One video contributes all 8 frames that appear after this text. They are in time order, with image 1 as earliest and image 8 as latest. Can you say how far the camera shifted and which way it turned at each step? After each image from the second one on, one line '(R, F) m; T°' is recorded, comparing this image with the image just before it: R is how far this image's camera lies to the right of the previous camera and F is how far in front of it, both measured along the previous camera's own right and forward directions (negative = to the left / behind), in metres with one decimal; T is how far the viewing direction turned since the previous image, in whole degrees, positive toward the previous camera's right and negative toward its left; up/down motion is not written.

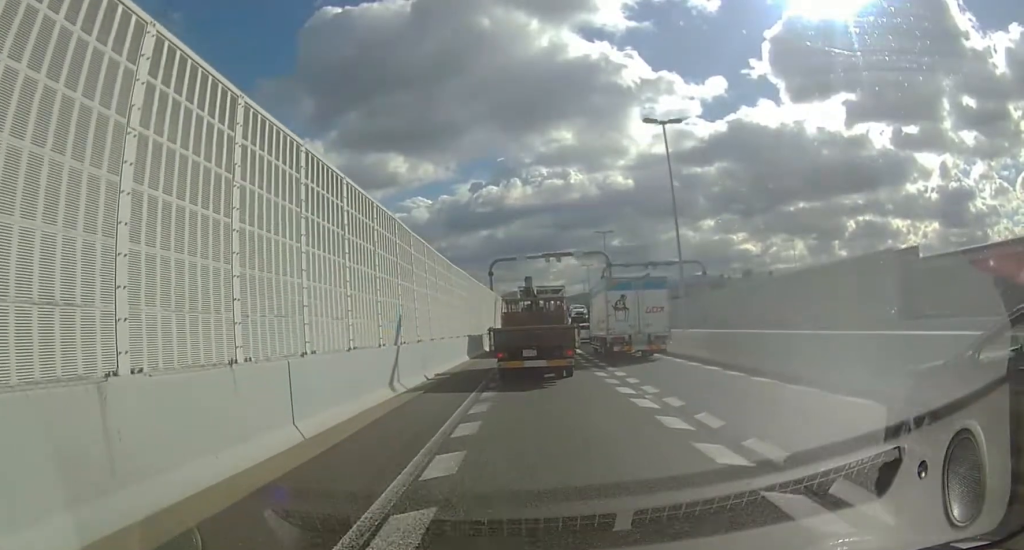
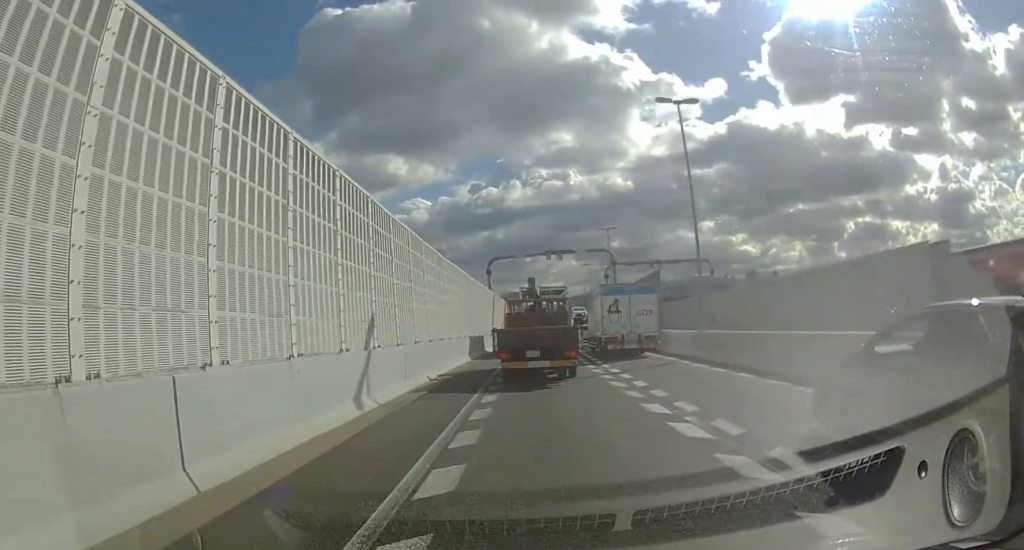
(0.0, +2.6) m; +2°
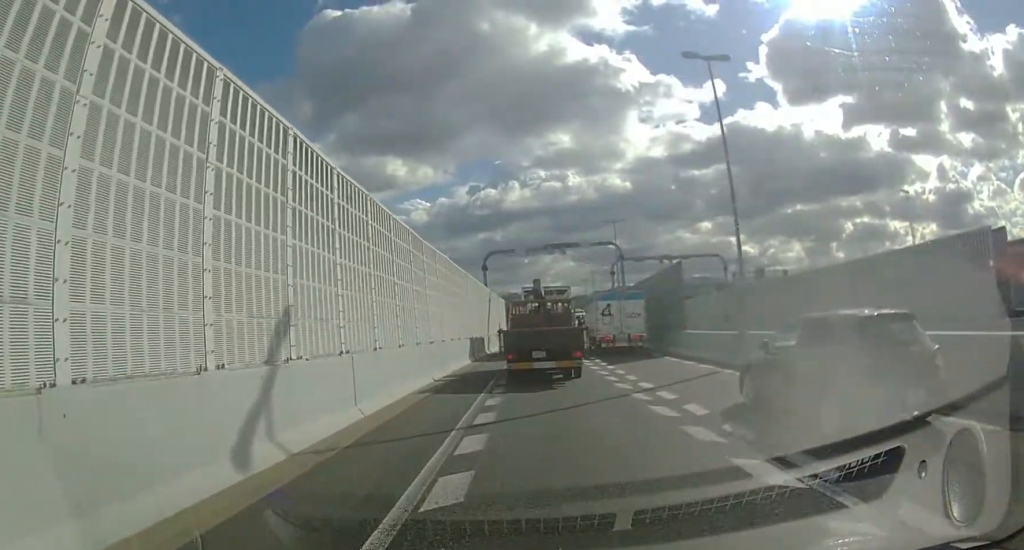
(+0.2, +4.3) m; +2°
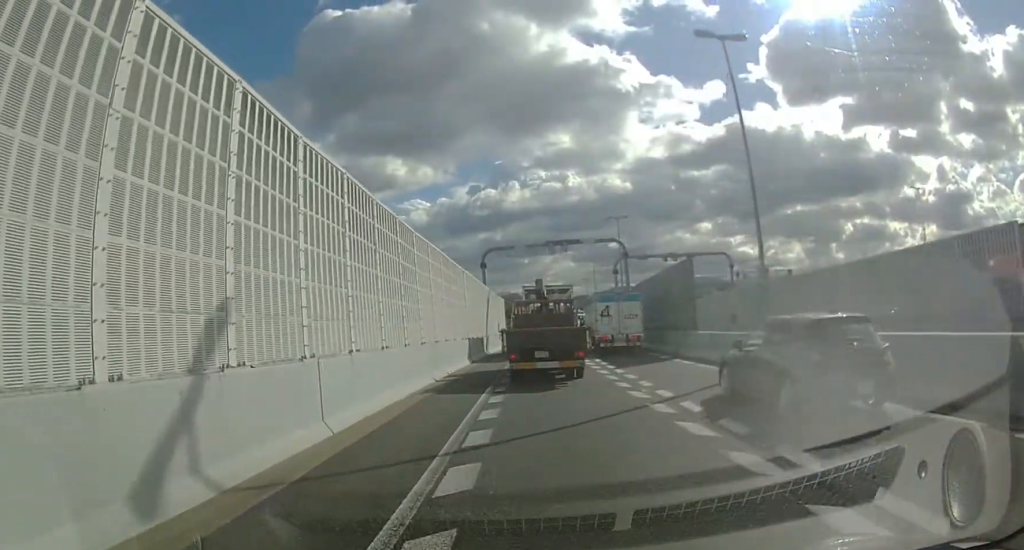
(0.0, +1.6) m; -1°
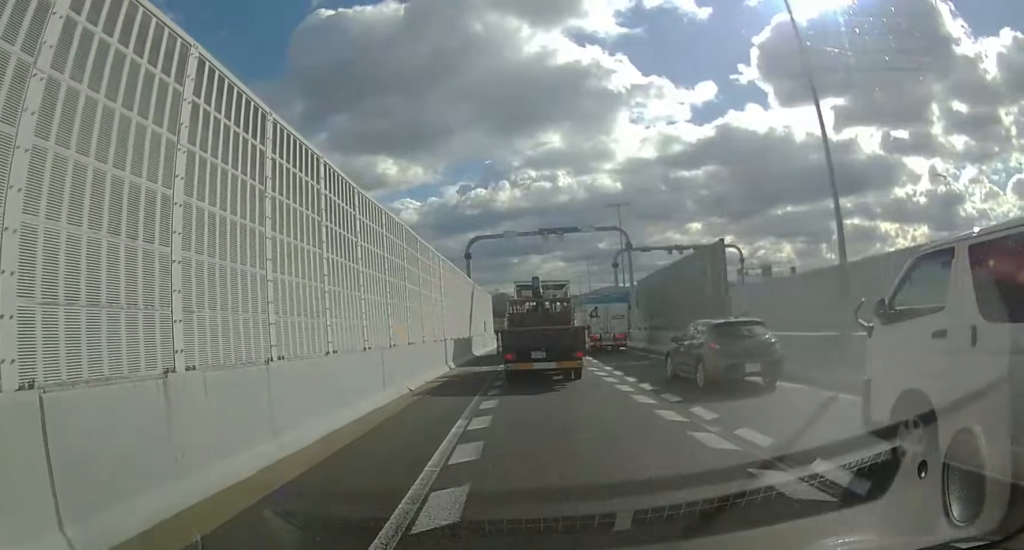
(-0.1, +4.8) m; 0°
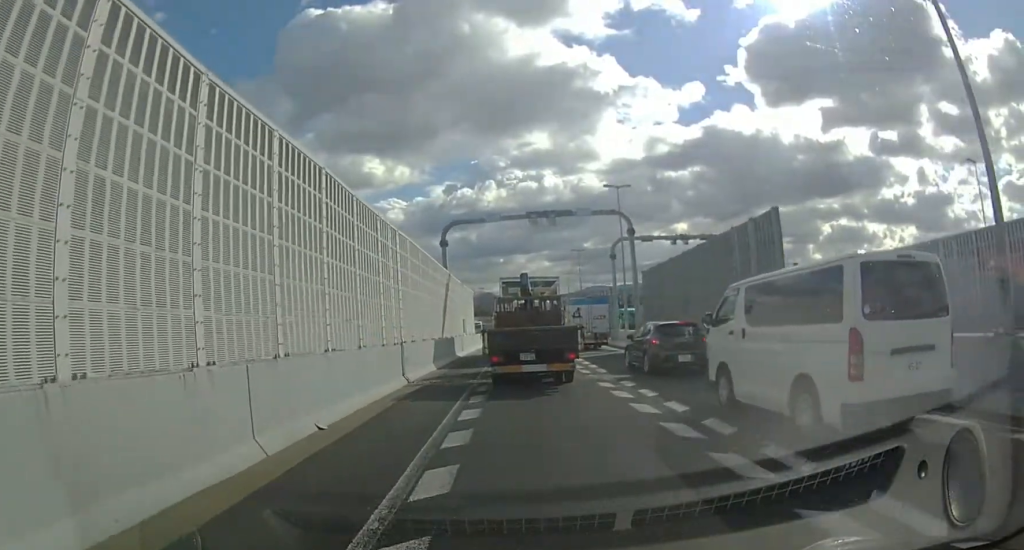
(0.0, +5.3) m; 0°
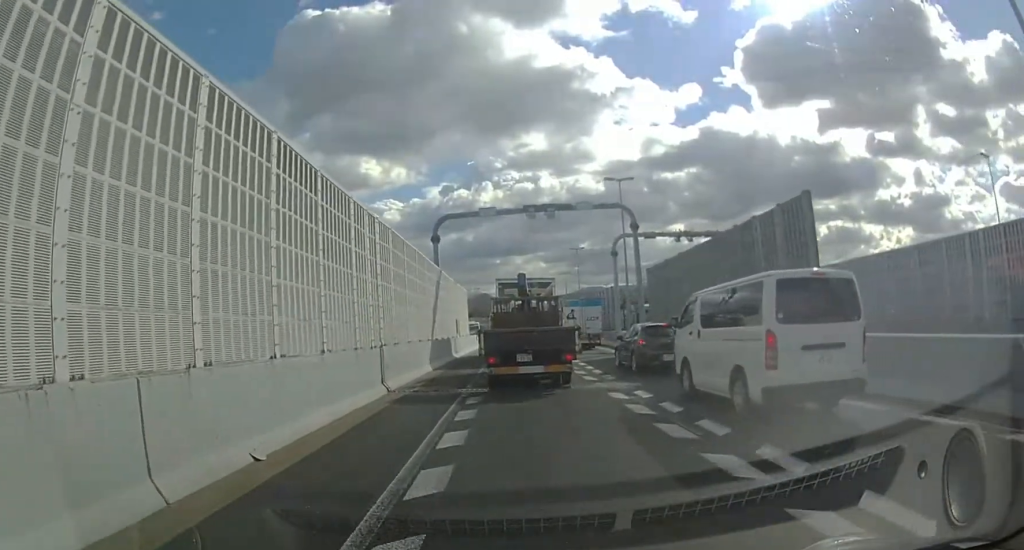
(0.0, +2.1) m; 0°
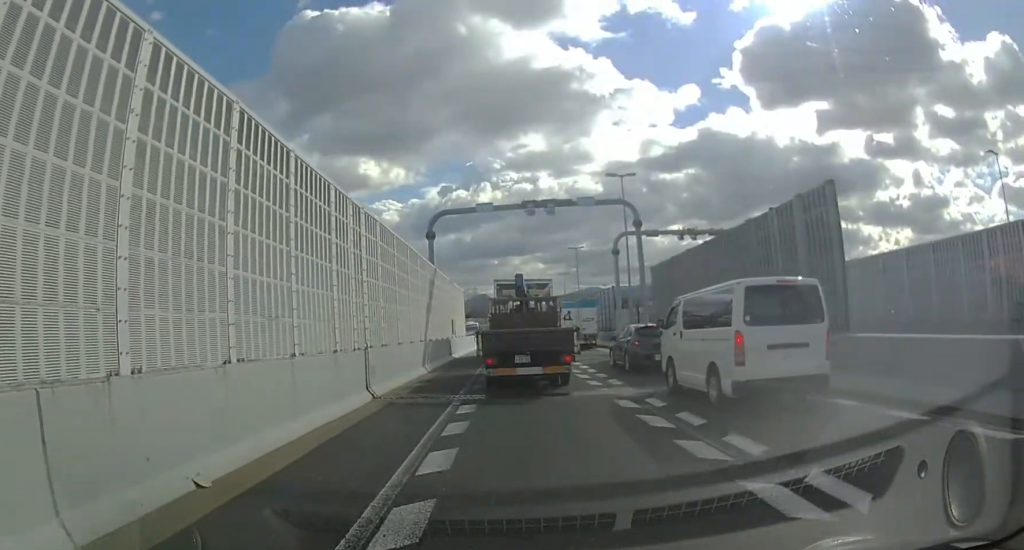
(0.0, +1.3) m; 0°
